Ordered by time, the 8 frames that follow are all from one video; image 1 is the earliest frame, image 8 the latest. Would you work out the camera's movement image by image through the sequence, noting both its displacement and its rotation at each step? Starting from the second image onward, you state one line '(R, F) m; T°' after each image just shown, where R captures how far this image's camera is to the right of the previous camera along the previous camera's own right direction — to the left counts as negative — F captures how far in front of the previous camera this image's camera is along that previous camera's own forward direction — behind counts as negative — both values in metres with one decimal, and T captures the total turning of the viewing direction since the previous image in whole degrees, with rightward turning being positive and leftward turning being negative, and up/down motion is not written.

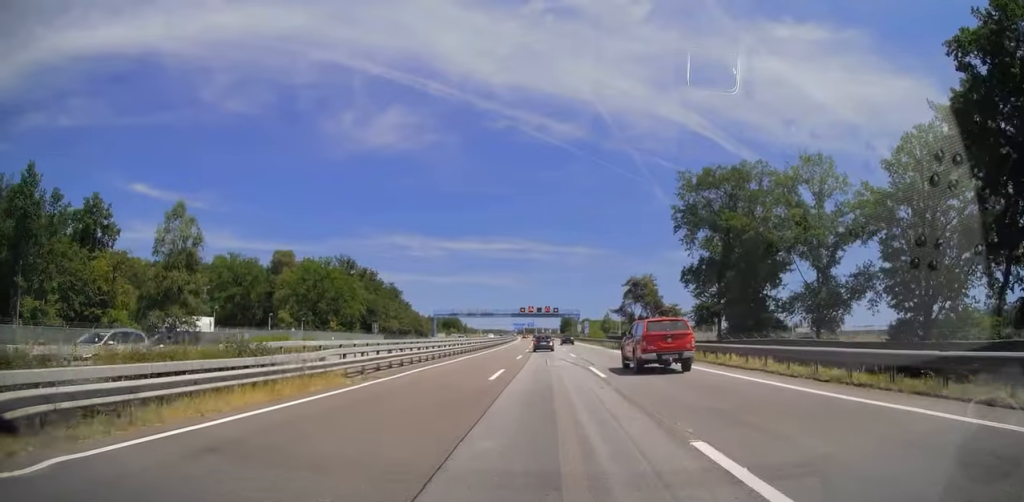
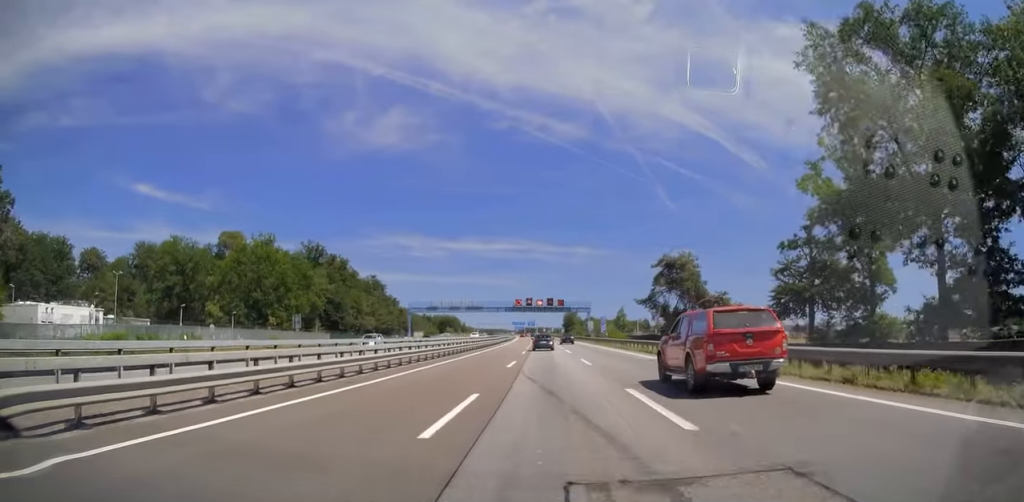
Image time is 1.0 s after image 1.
(-0.2, +29.0) m; -1°
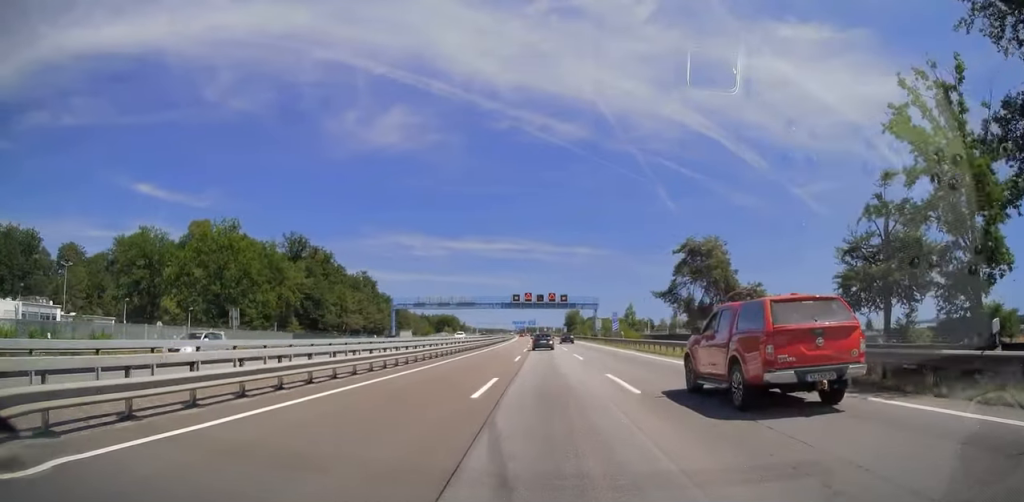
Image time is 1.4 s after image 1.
(0.0, +13.0) m; 0°
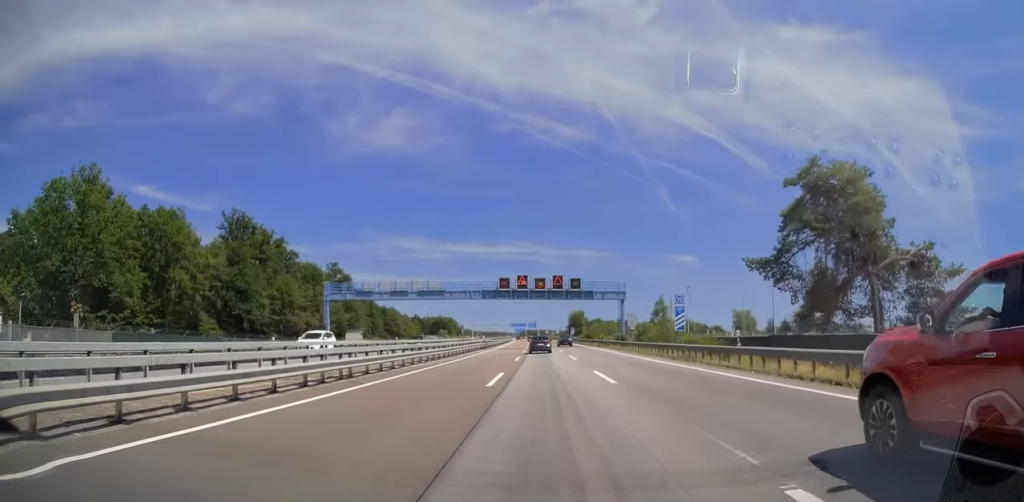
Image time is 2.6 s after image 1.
(0.0, +33.1) m; 0°
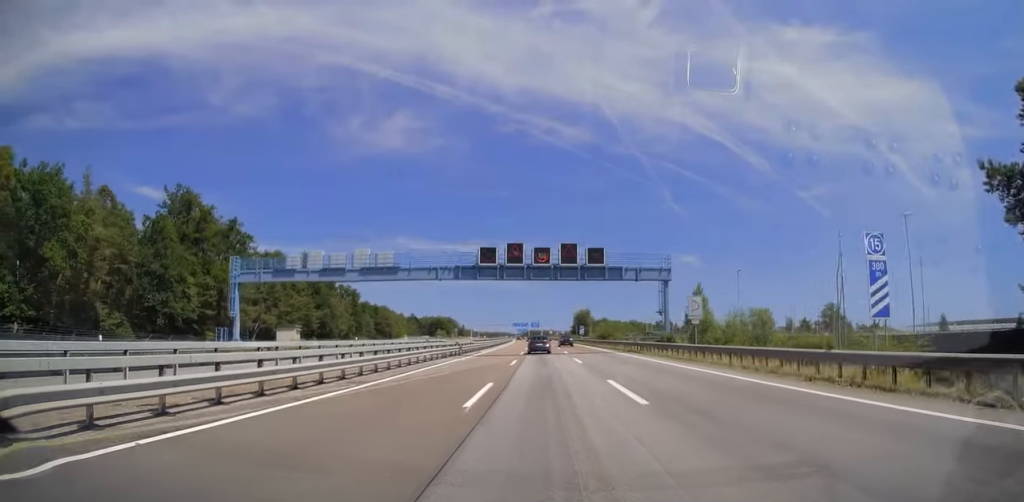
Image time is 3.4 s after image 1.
(0.0, +23.2) m; 0°
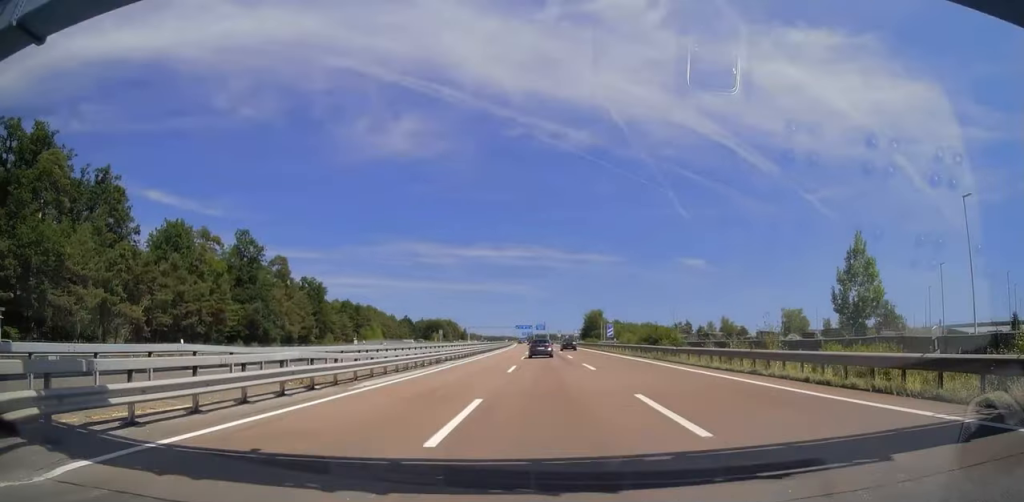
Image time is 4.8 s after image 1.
(0.0, +39.1) m; 0°
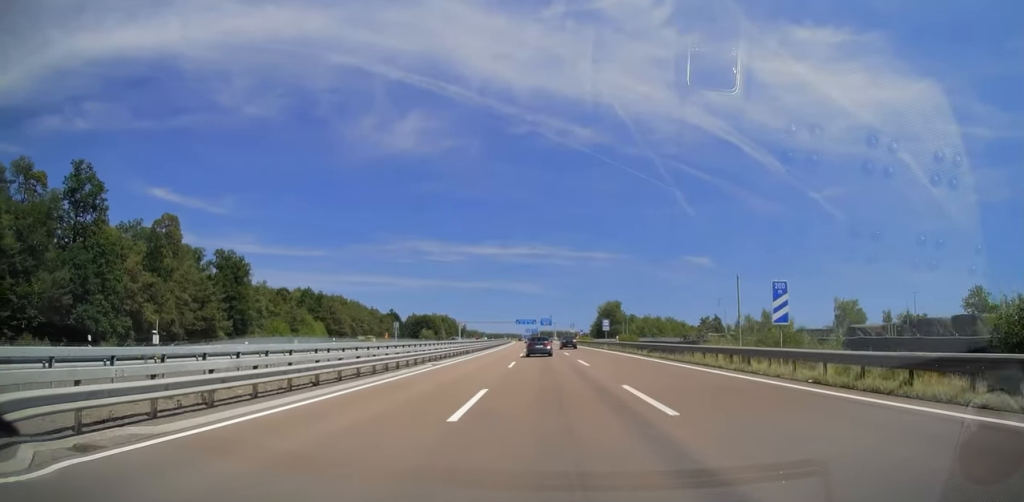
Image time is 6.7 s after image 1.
(-0.2, +51.3) m; -1°
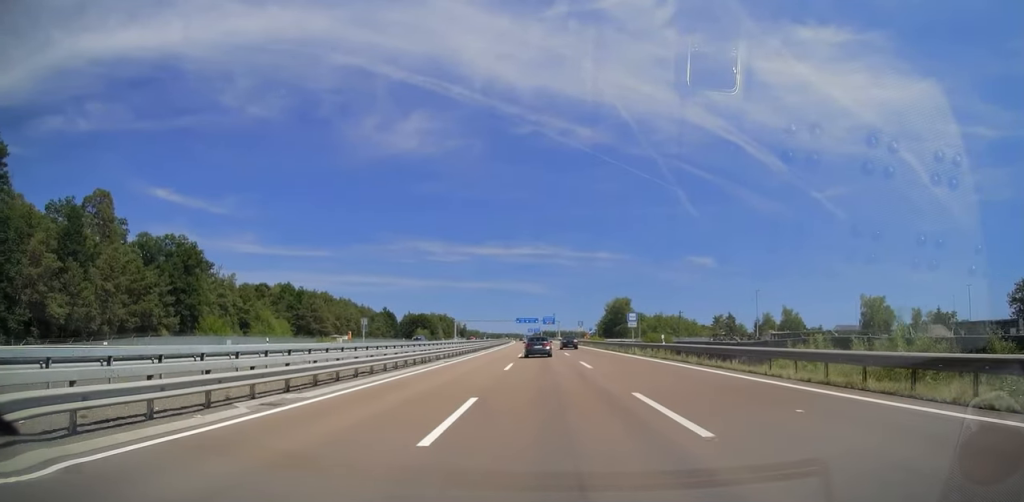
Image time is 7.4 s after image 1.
(-0.2, +20.0) m; -1°
